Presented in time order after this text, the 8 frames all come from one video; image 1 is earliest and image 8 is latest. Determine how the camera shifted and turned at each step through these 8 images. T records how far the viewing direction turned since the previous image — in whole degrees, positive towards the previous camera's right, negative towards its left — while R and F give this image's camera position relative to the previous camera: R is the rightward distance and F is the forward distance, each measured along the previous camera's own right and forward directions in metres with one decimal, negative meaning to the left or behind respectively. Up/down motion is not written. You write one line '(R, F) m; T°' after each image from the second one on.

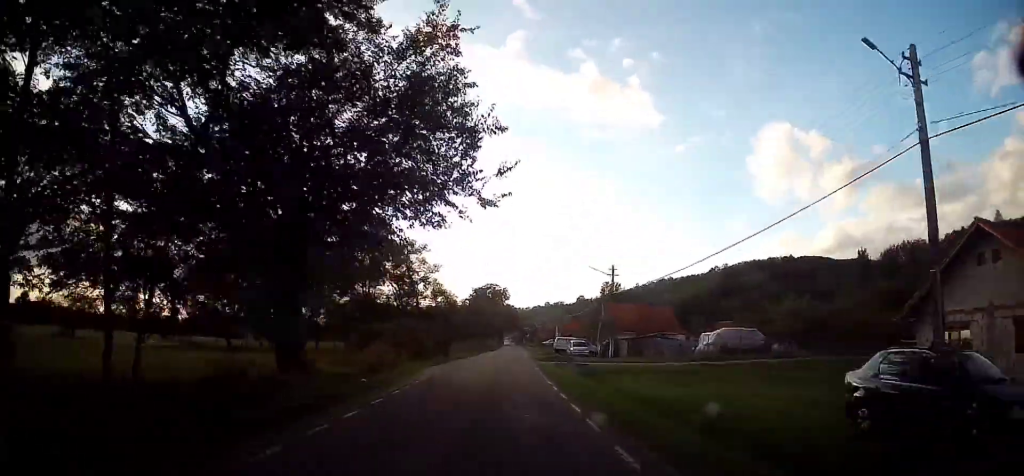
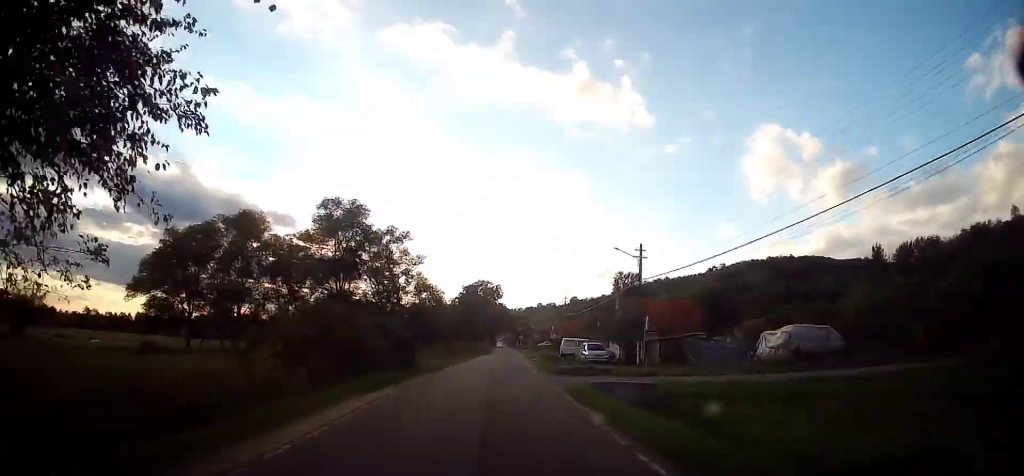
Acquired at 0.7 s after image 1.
(+0.2, +10.9) m; +1°
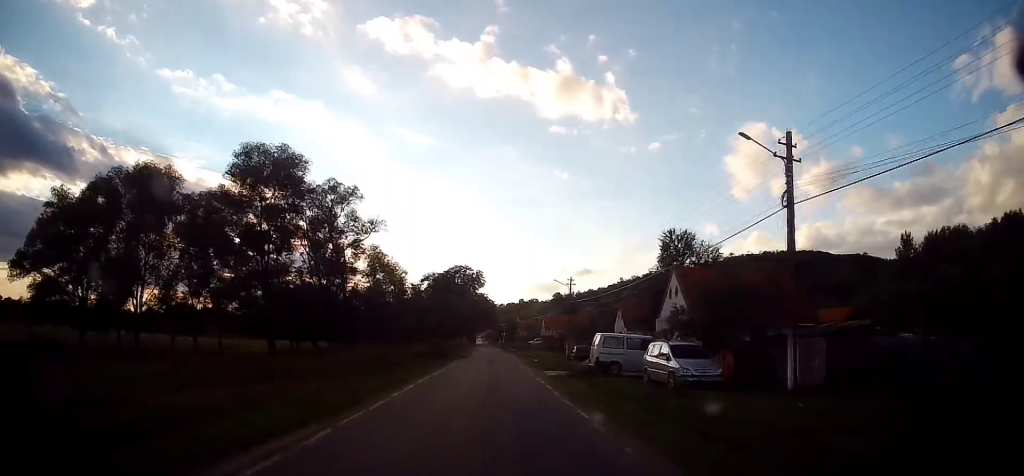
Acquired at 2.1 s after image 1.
(+0.4, +20.8) m; +2°
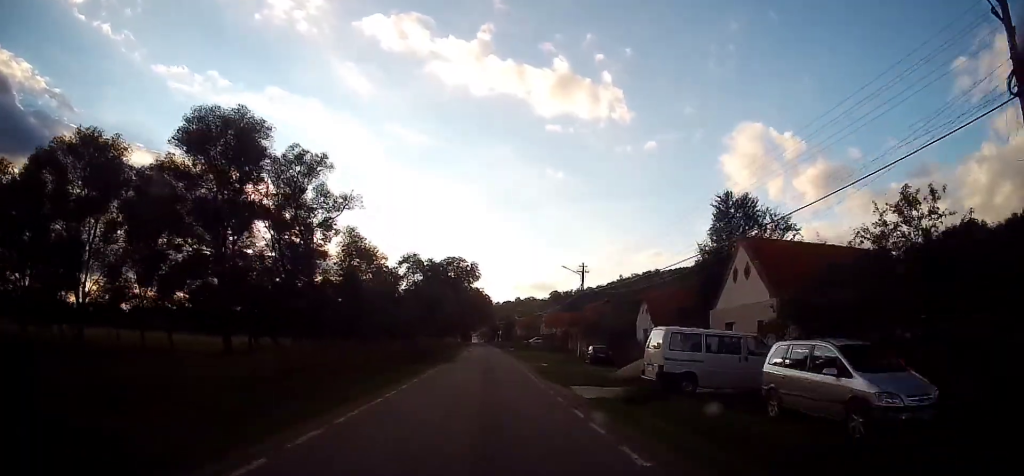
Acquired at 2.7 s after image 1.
(+0.2, +9.5) m; 0°
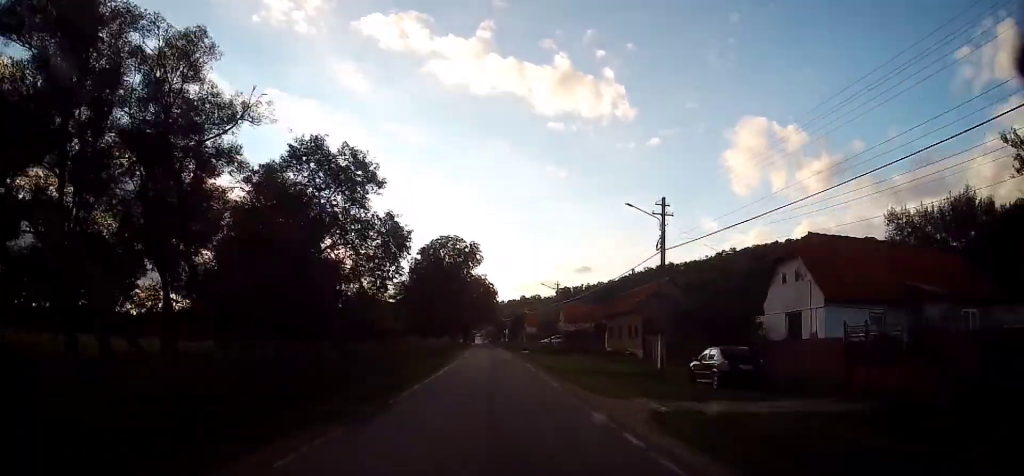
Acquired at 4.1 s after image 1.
(-0.2, +21.3) m; -1°
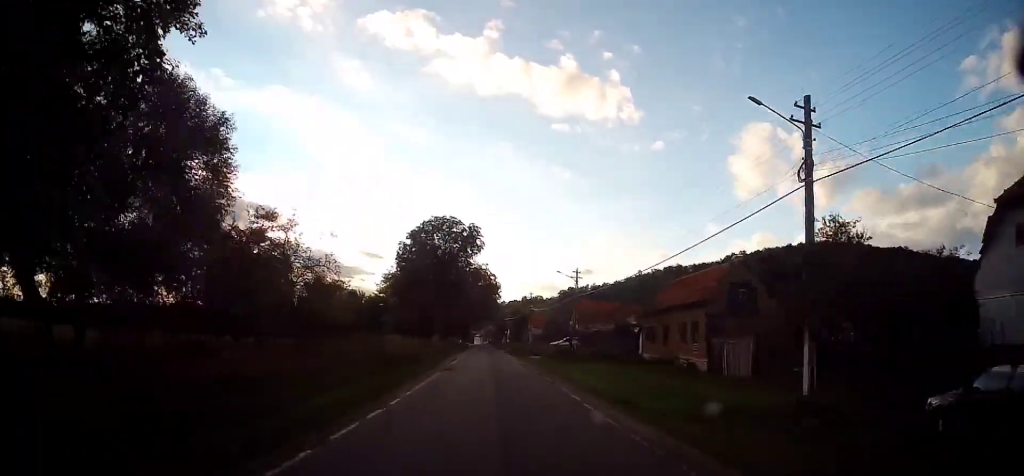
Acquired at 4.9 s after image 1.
(+0.1, +12.4) m; 0°
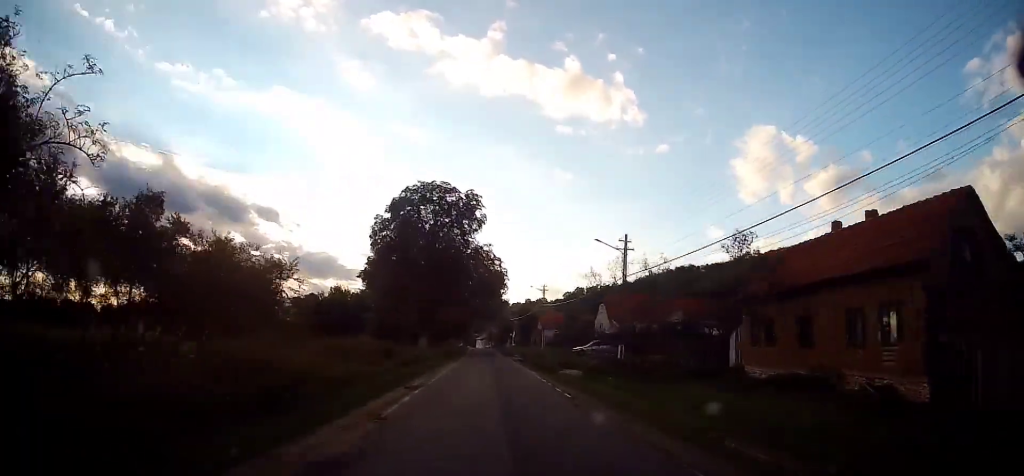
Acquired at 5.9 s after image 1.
(-0.2, +16.0) m; 0°
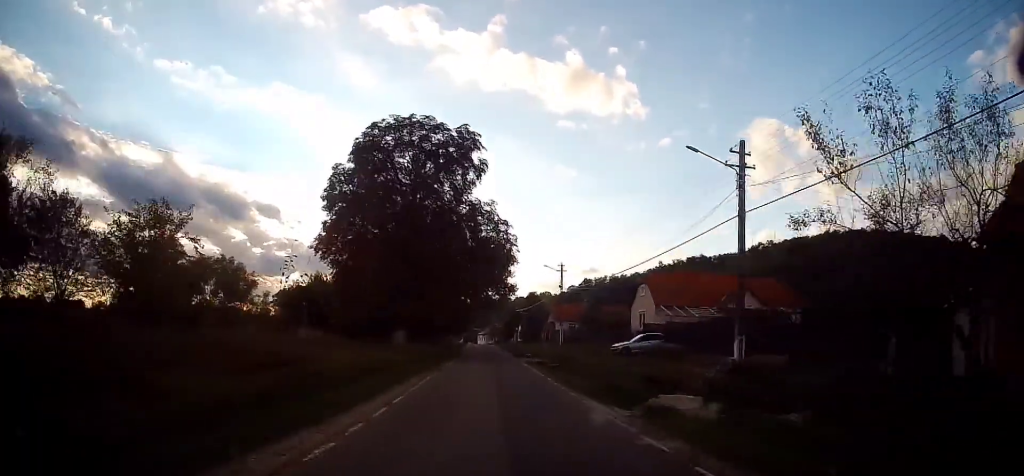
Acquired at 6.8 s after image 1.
(+0.3, +14.6) m; +1°
